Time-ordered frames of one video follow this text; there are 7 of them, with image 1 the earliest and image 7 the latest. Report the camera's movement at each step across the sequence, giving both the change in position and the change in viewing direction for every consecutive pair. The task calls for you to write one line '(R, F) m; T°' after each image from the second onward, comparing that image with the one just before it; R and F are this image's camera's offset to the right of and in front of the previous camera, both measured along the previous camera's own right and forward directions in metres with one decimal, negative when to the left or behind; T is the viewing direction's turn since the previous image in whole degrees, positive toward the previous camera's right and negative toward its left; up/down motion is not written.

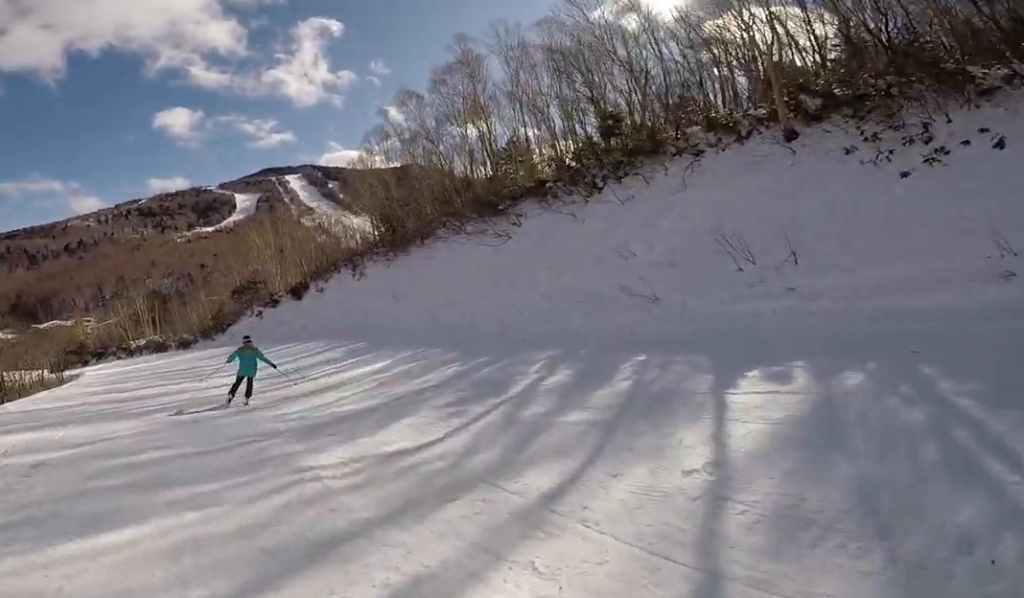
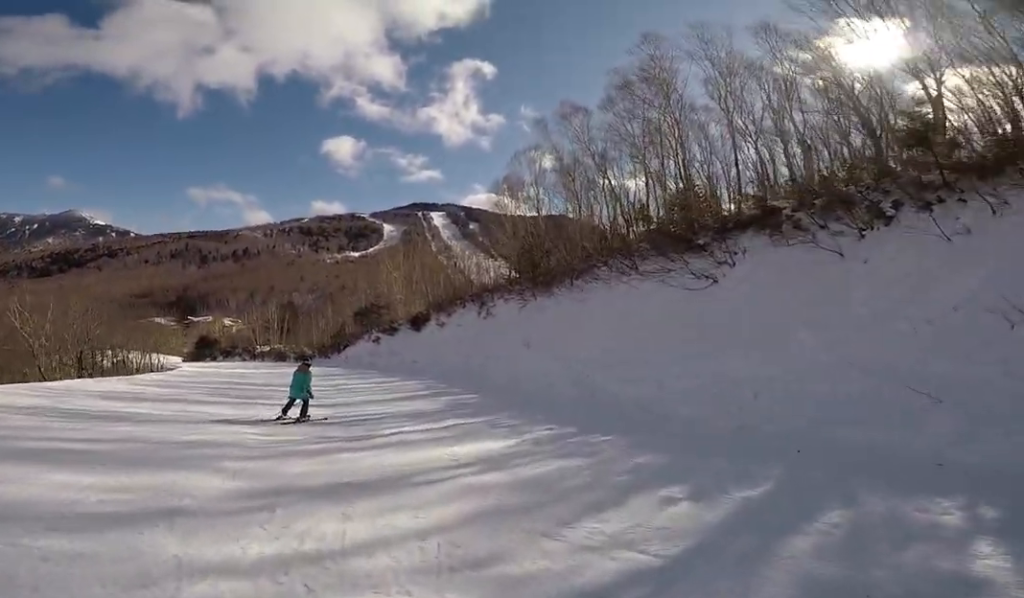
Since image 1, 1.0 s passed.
(+0.5, +6.5) m; -7°
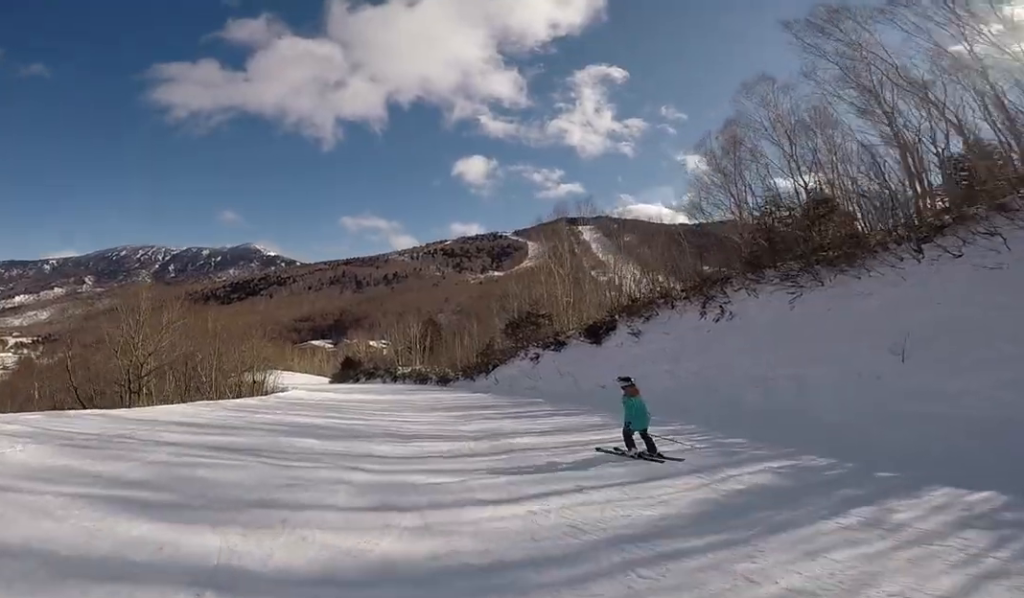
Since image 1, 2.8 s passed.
(-4.3, +10.7) m; -35°
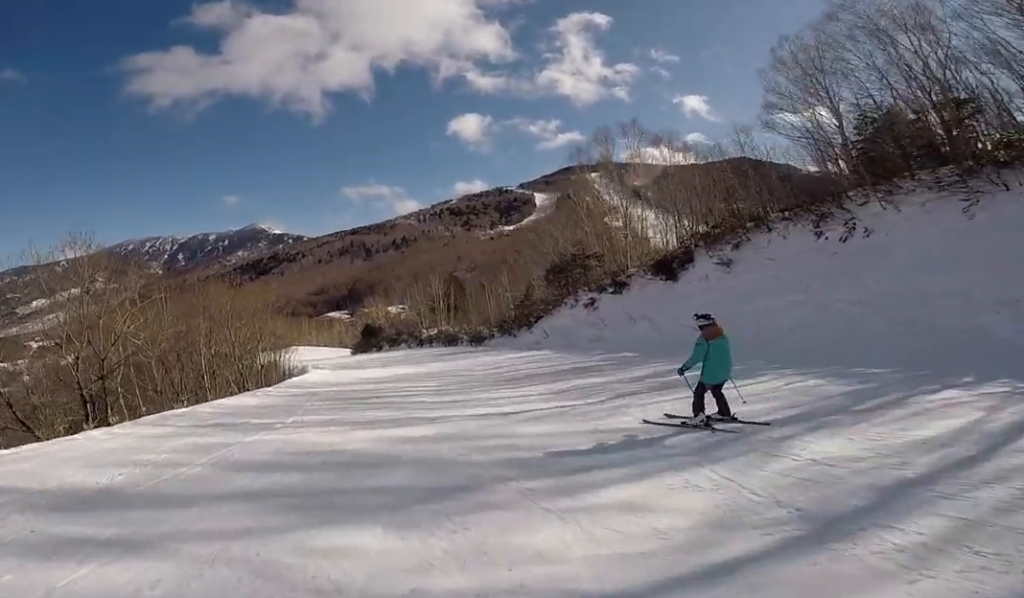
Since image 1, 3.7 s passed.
(0.0, +6.0) m; +17°
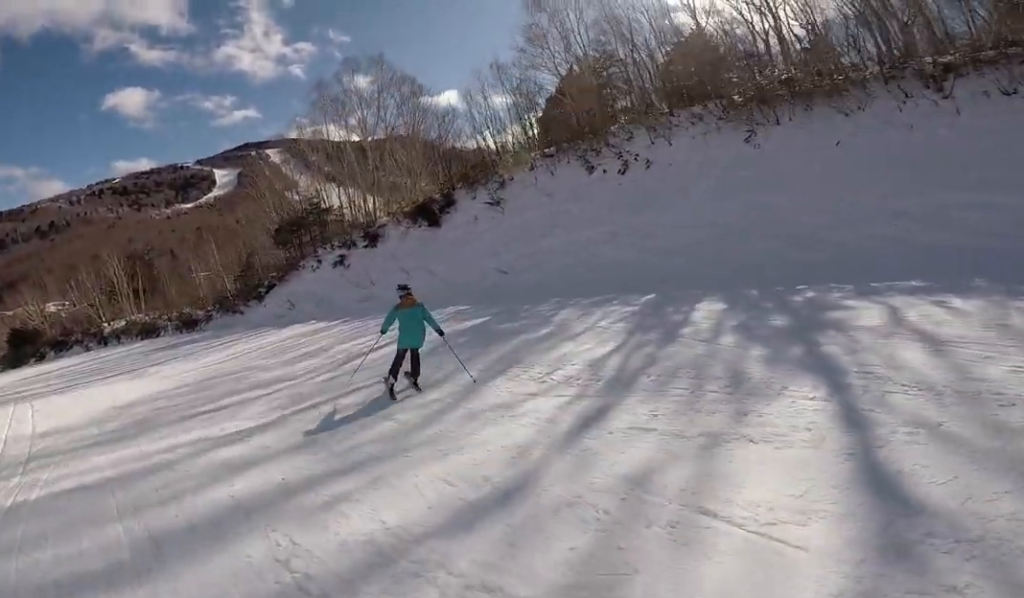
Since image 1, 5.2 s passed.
(+2.8, +8.0) m; +23°
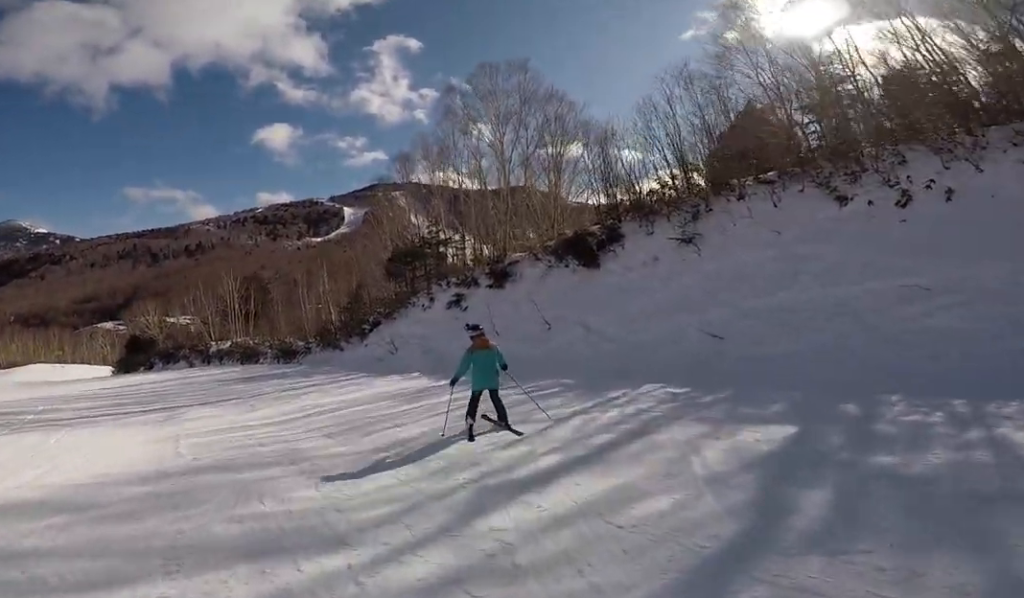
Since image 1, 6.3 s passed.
(+0.4, +6.5) m; -4°
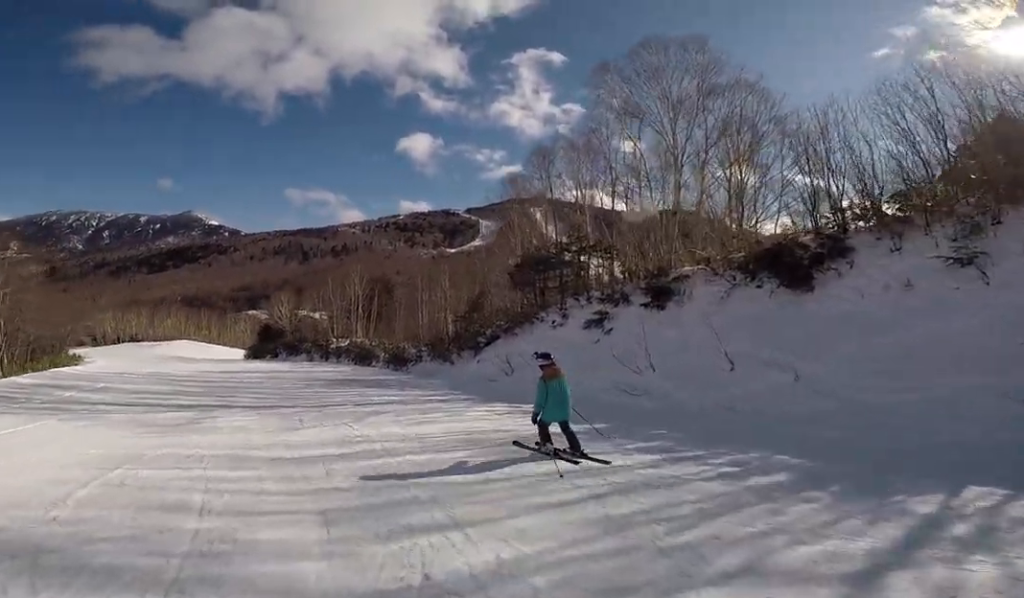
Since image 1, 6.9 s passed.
(+0.3, +3.8) m; -11°
